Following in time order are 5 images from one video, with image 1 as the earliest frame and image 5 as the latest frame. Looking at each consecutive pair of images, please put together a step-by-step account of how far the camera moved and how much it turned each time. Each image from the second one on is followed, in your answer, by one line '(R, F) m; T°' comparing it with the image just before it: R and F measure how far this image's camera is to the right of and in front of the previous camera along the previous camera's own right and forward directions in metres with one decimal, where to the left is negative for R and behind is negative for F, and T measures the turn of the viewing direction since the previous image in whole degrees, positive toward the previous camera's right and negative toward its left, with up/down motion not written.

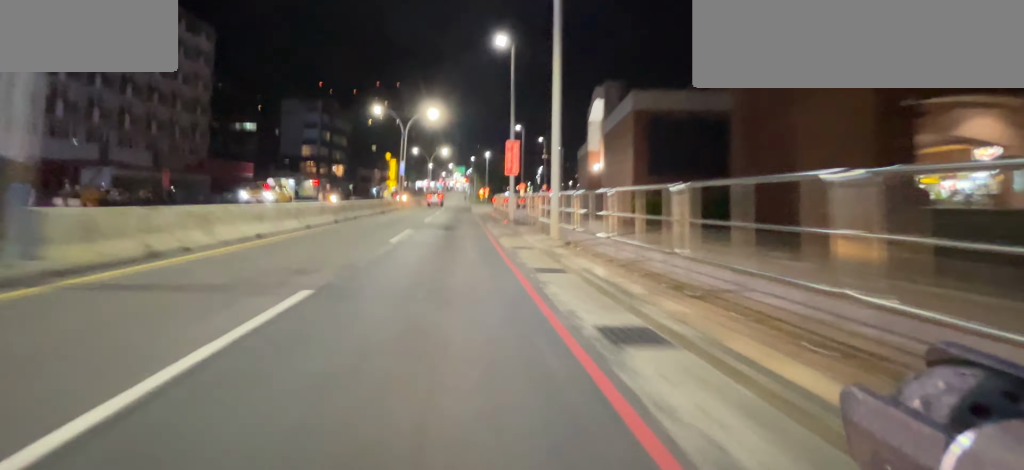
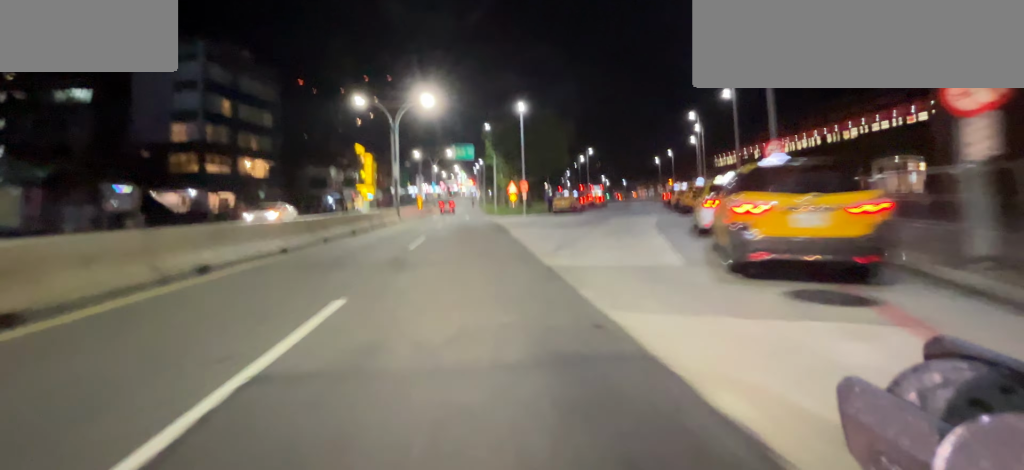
(-0.2, +45.4) m; 0°
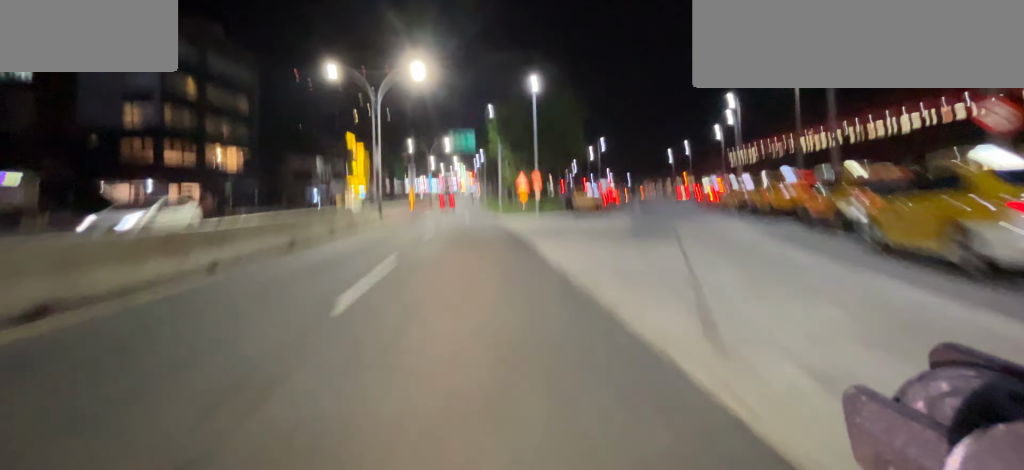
(0.0, +6.1) m; 0°
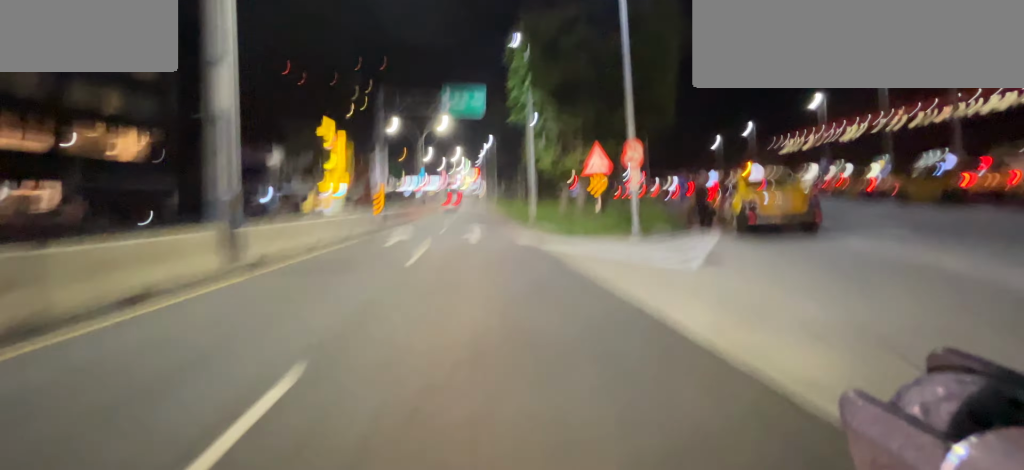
(0.0, +15.2) m; -1°
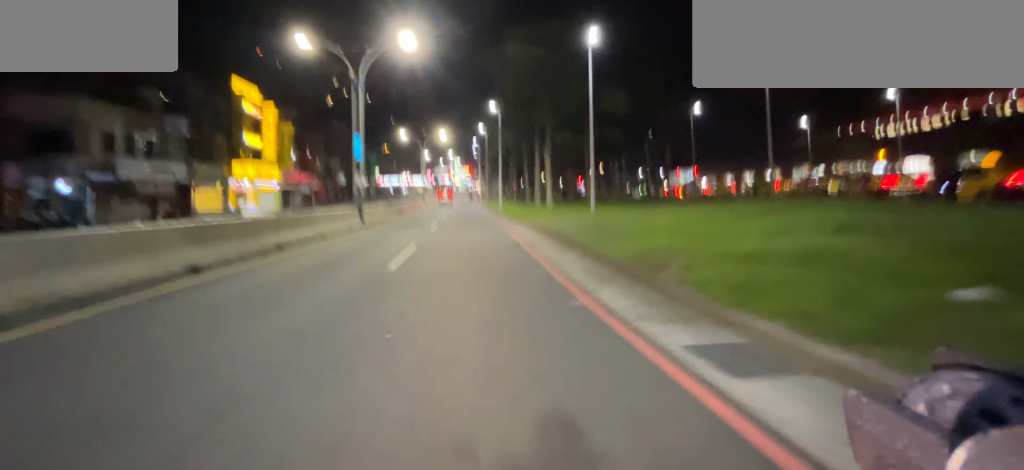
(-0.2, +20.8) m; 0°
